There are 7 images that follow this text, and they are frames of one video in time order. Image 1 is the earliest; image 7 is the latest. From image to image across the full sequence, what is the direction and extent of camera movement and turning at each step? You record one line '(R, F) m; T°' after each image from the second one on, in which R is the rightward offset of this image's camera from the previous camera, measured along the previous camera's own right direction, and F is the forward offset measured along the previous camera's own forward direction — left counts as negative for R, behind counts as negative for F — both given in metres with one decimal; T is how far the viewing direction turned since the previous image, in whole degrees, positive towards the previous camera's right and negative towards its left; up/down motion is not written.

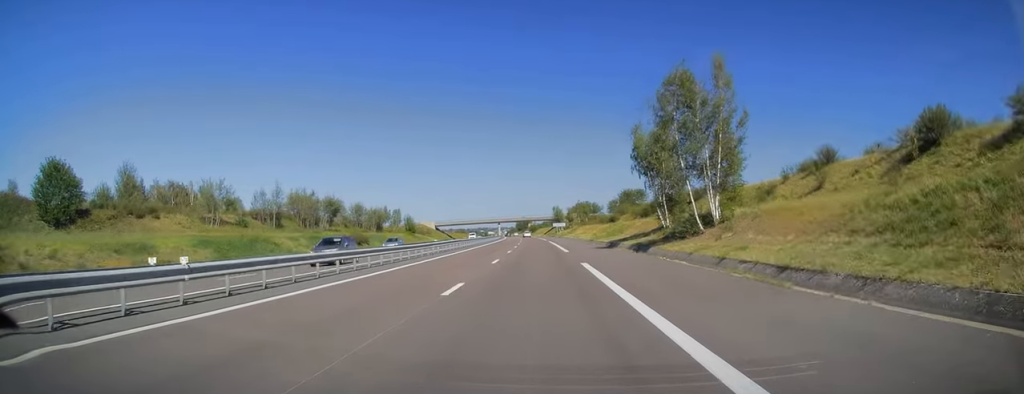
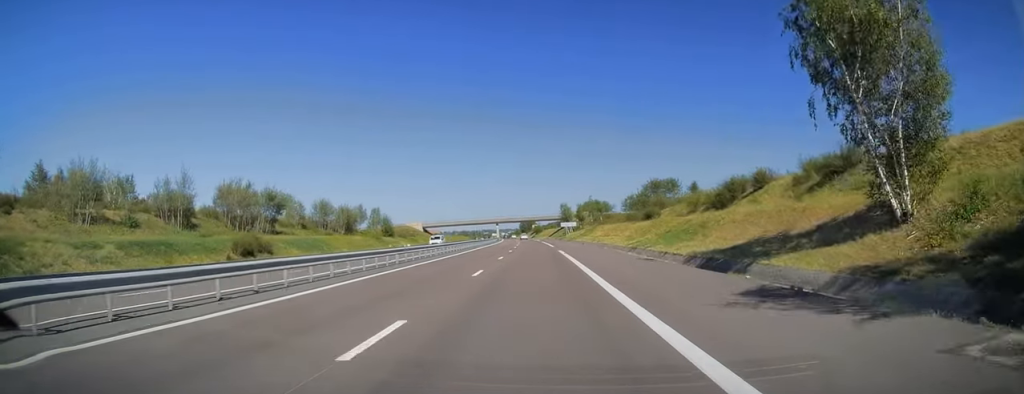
(-0.4, +32.2) m; -1°
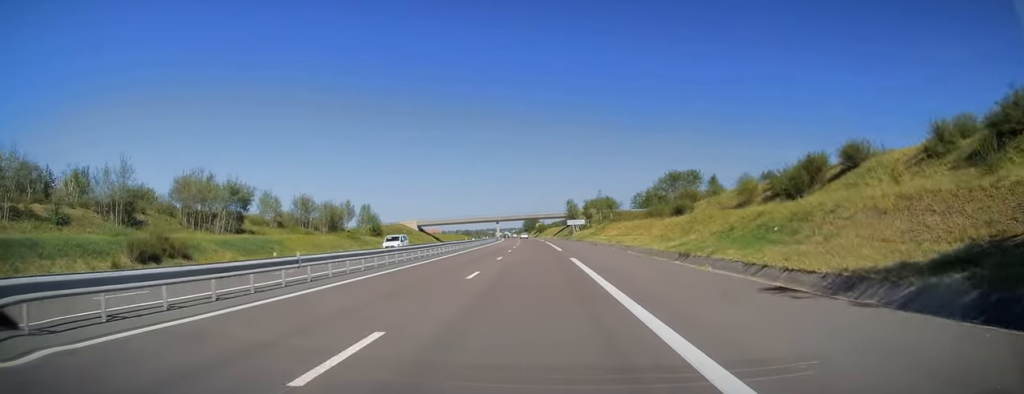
(0.0, +14.1) m; 0°
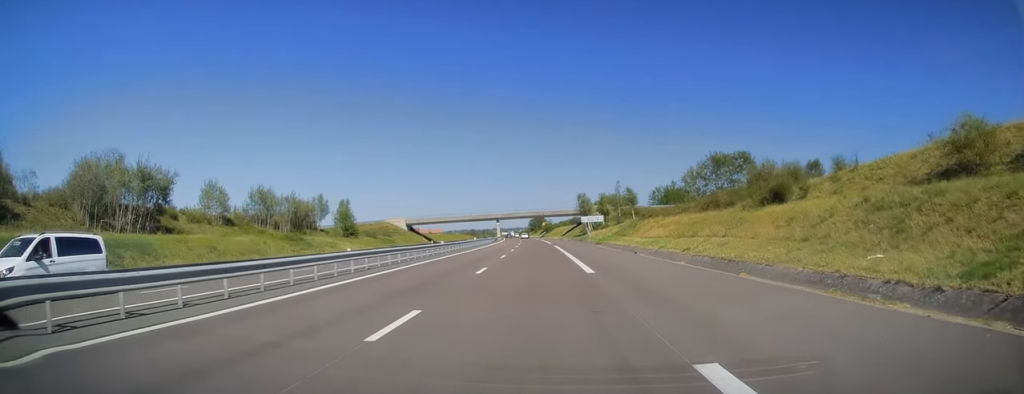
(-0.2, +23.5) m; -1°
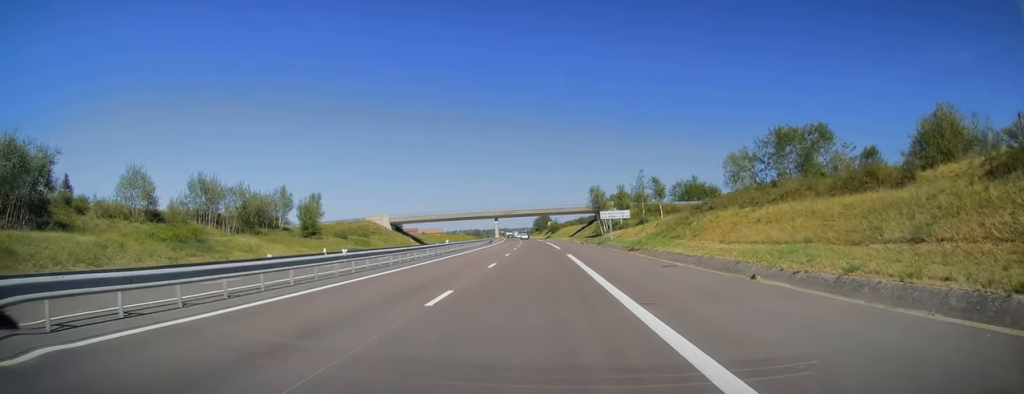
(-0.1, +22.1) m; -1°
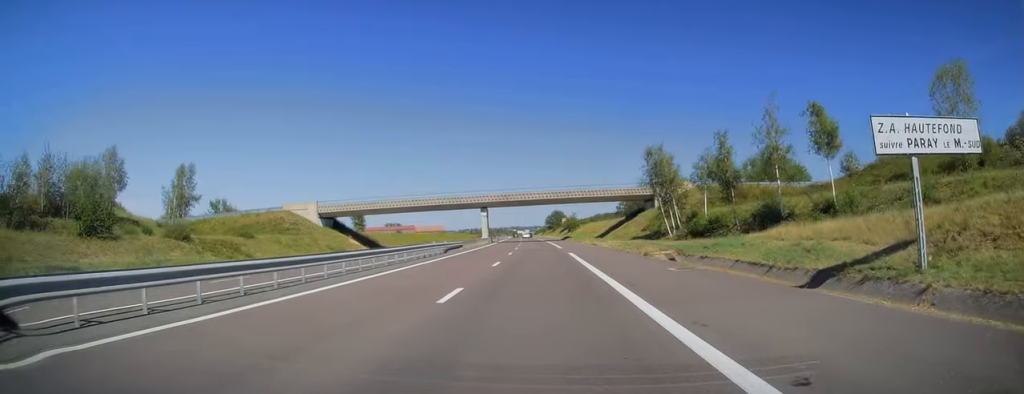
(-0.7, +51.6) m; -1°
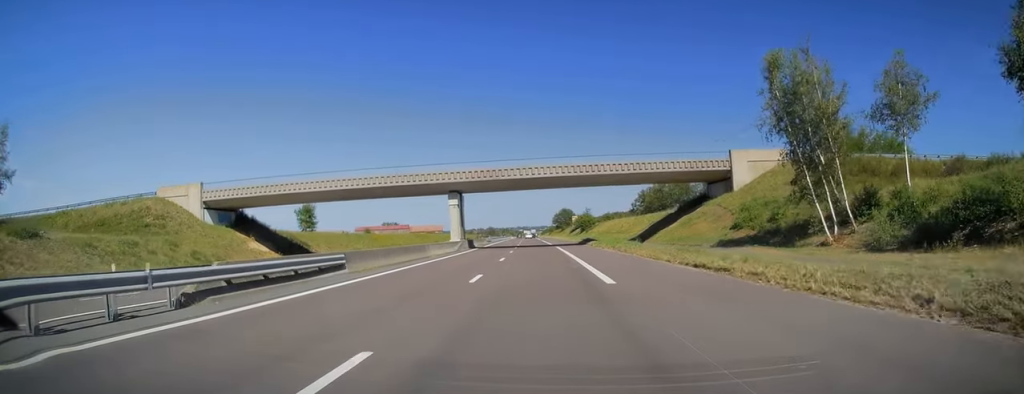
(+0.4, +33.9) m; 0°
